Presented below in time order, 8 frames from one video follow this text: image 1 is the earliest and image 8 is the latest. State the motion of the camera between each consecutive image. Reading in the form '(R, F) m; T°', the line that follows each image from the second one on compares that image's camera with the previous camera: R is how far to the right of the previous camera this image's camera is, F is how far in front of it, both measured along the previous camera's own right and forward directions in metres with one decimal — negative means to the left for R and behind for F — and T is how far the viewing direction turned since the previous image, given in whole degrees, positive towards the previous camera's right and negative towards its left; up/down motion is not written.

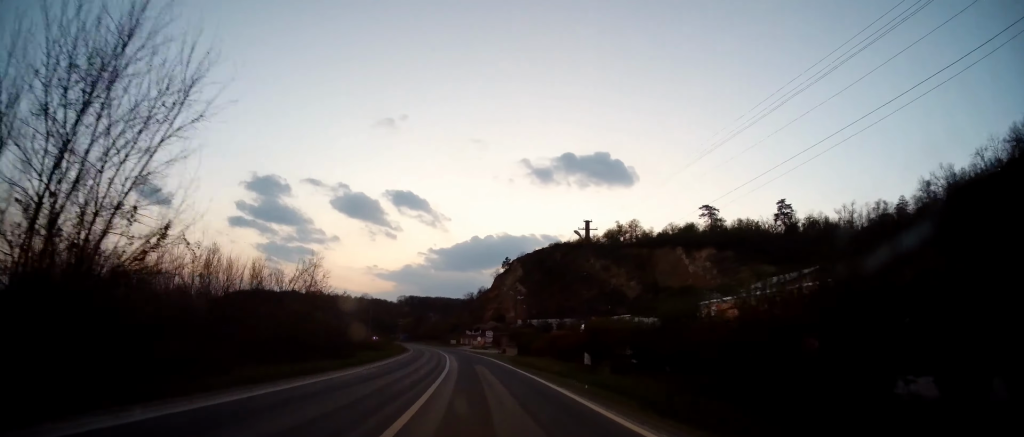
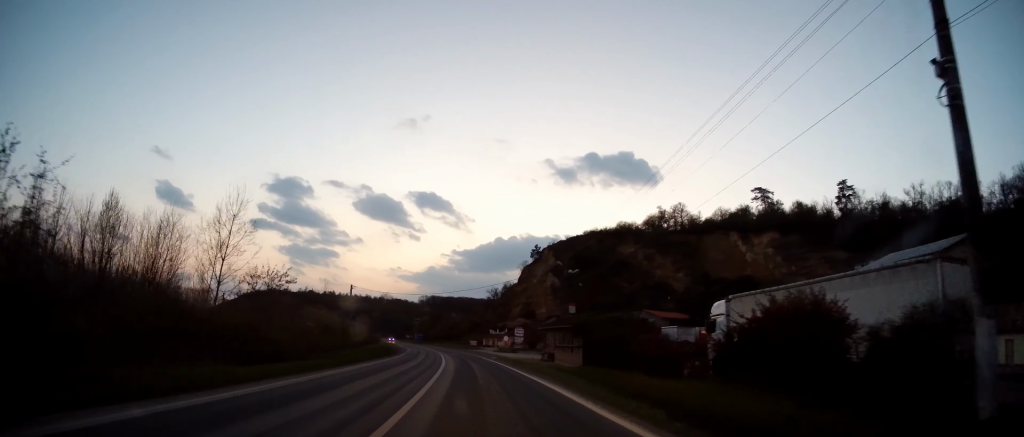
(-0.8, +28.0) m; -2°
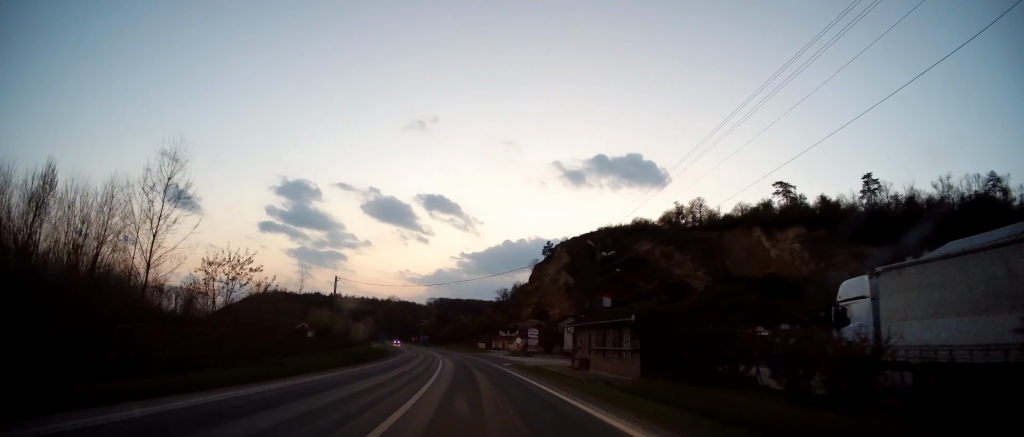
(0.0, +10.4) m; -1°
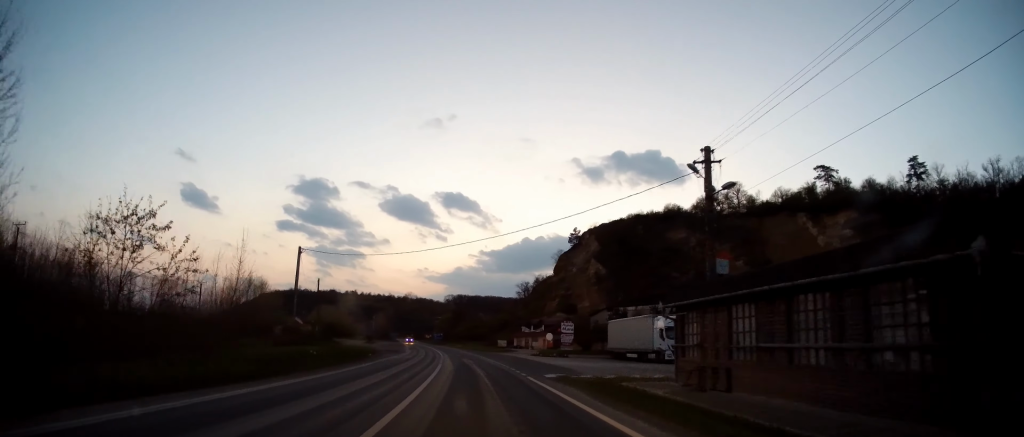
(+0.1, +15.9) m; -1°
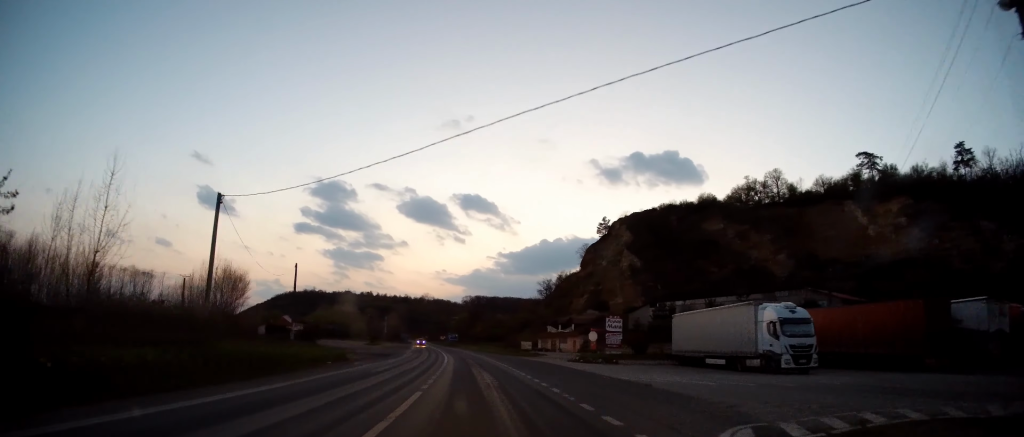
(-0.3, +15.1) m; -2°
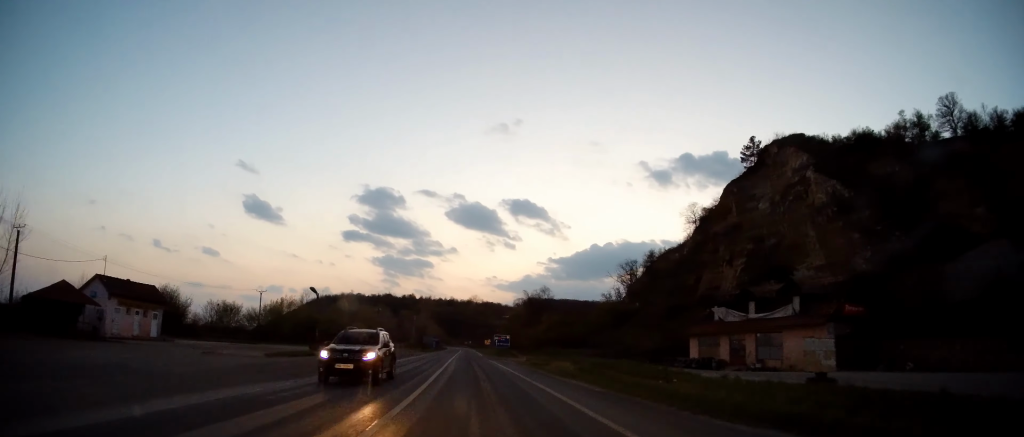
(-4.3, +57.4) m; -8°
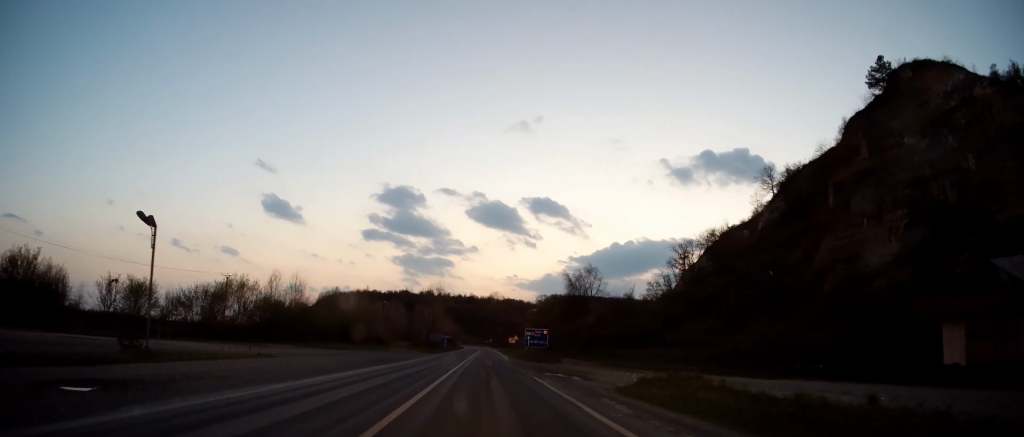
(-0.2, +26.7) m; -2°
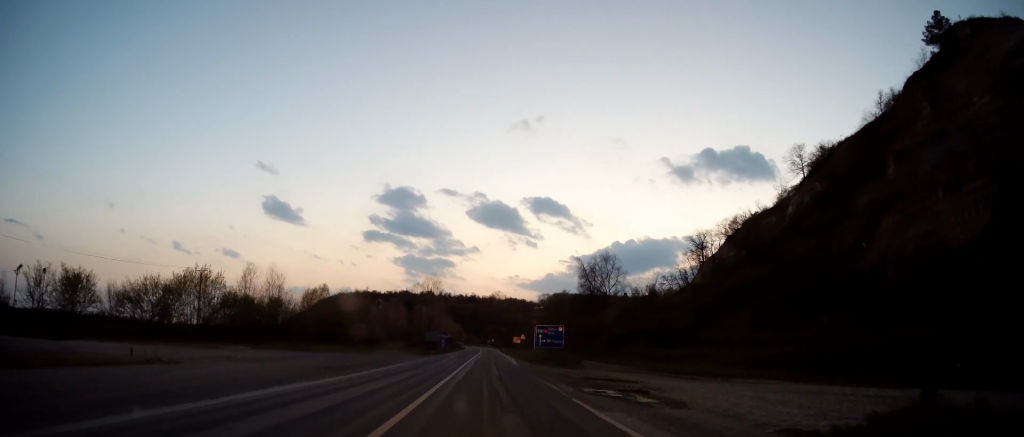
(-0.2, +10.2) m; -1°
